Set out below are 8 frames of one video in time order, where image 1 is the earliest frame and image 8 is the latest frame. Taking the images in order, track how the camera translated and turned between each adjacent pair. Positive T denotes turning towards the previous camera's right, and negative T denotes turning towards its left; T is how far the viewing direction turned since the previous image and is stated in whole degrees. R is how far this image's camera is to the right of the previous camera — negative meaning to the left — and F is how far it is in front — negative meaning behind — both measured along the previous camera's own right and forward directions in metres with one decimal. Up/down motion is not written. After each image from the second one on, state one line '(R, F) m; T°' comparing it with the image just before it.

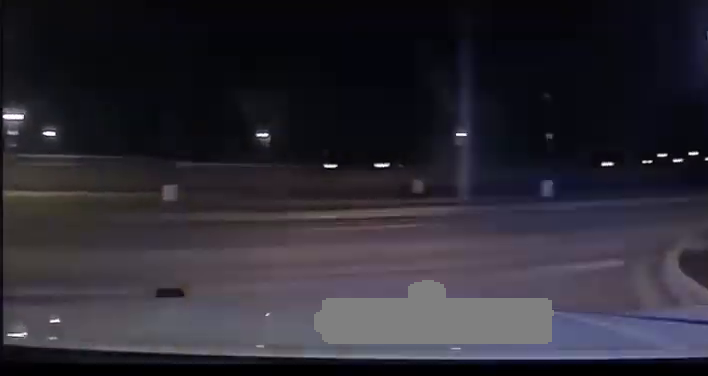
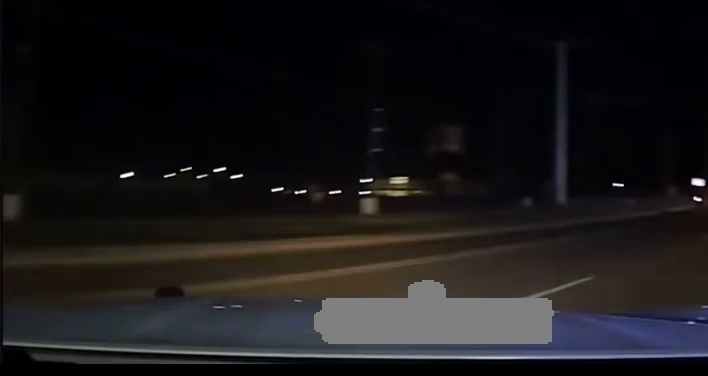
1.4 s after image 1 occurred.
(+5.5, +17.0) m; +37°
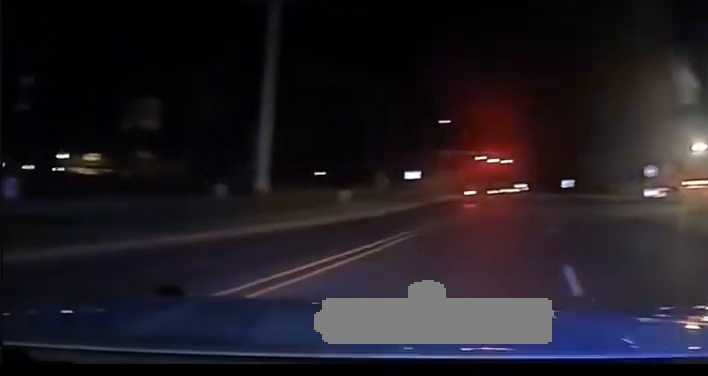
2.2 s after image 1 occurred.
(+1.3, +10.4) m; +18°
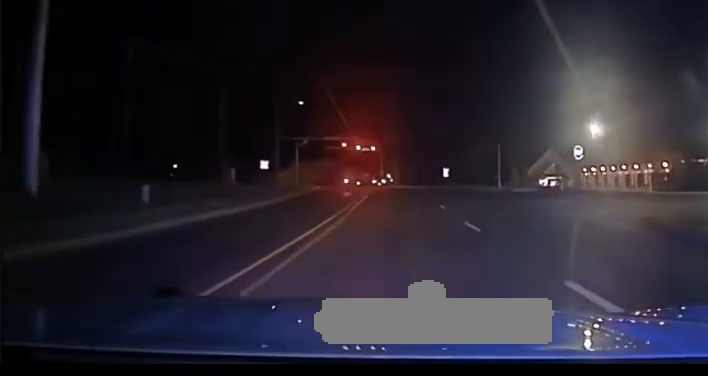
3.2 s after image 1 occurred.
(+2.8, +14.5) m; +14°
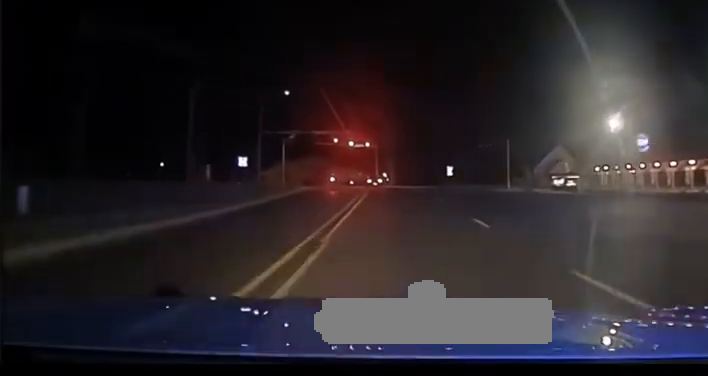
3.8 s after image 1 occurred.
(+0.5, +10.4) m; +2°
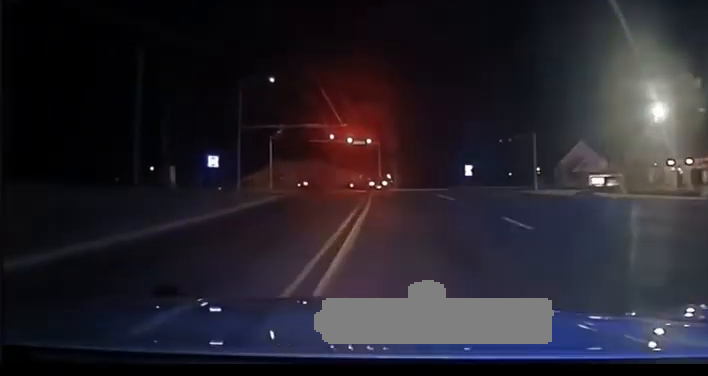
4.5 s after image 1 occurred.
(+0.3, +12.7) m; +1°
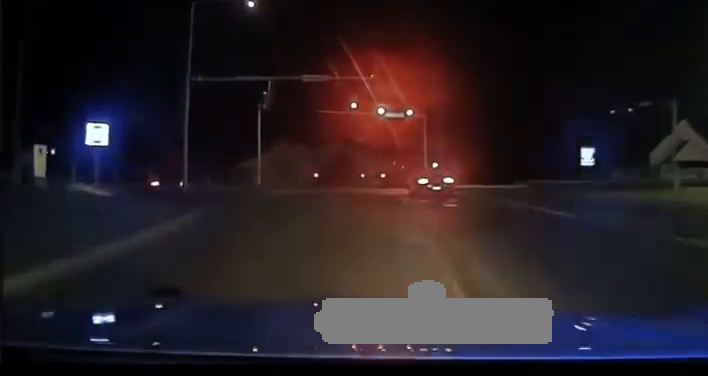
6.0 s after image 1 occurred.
(0.0, +26.4) m; -1°
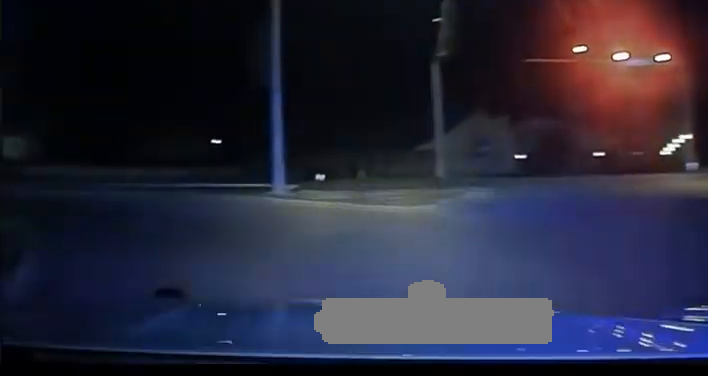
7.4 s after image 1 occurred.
(-1.0, +24.7) m; -14°
